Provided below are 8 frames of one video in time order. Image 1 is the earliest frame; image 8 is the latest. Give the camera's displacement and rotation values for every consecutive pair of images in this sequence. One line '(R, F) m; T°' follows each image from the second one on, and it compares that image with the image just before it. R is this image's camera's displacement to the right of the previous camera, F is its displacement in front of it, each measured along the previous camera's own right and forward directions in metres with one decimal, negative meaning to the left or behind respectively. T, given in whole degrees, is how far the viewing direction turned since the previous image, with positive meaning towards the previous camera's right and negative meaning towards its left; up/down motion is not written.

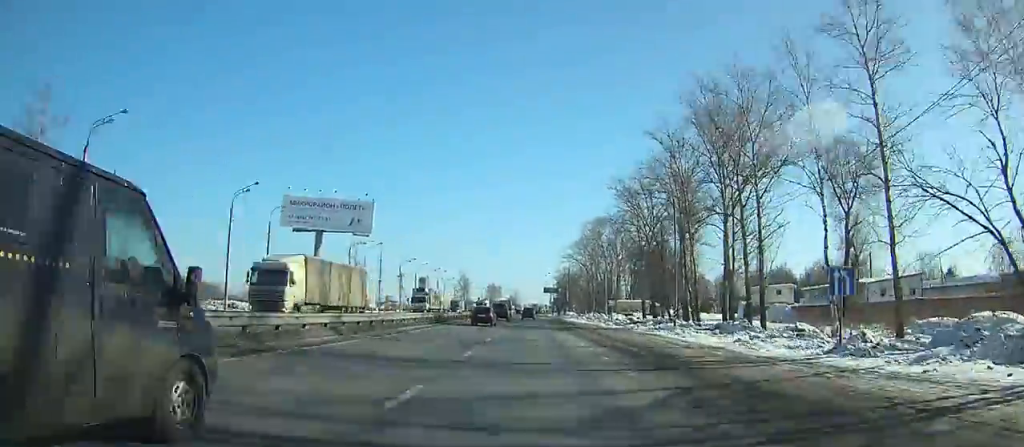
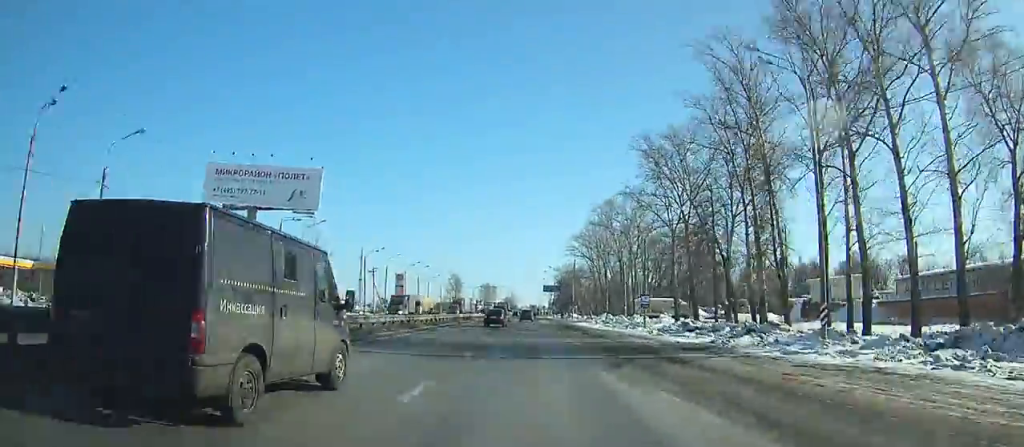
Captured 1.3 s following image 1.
(+0.3, +23.2) m; 0°
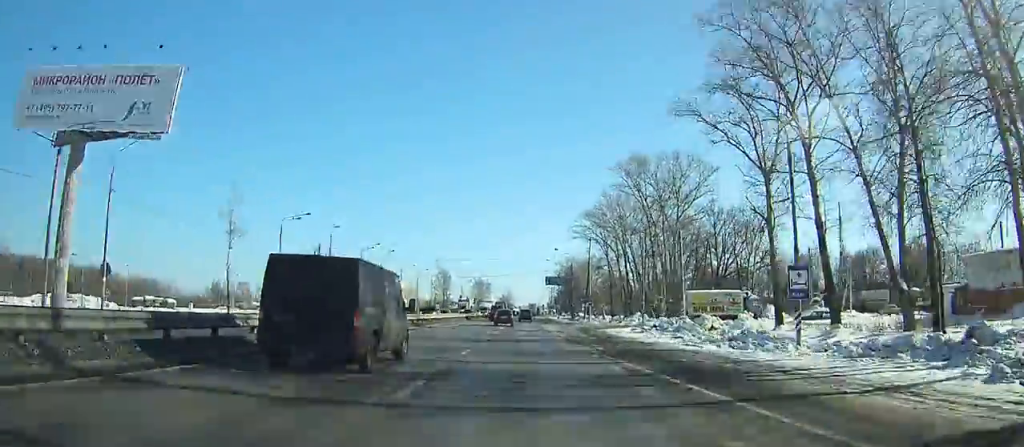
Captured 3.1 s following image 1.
(+0.6, +31.8) m; +1°
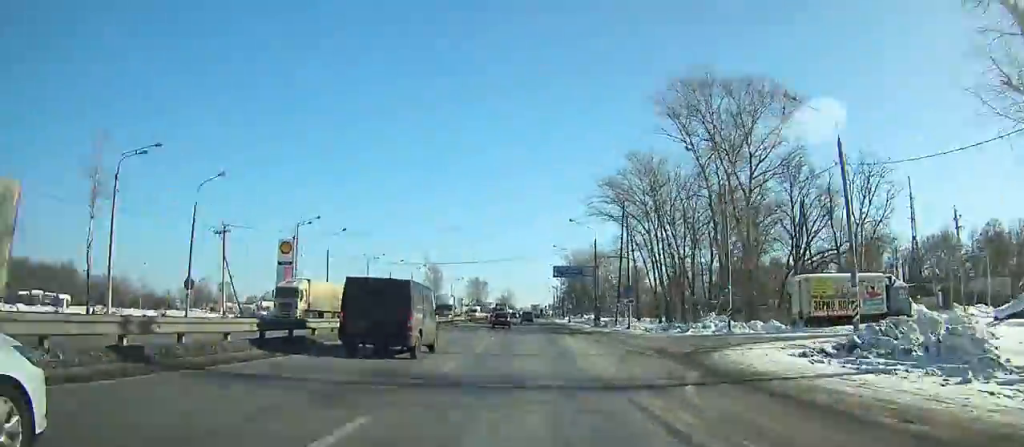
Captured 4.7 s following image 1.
(0.0, +27.1) m; 0°
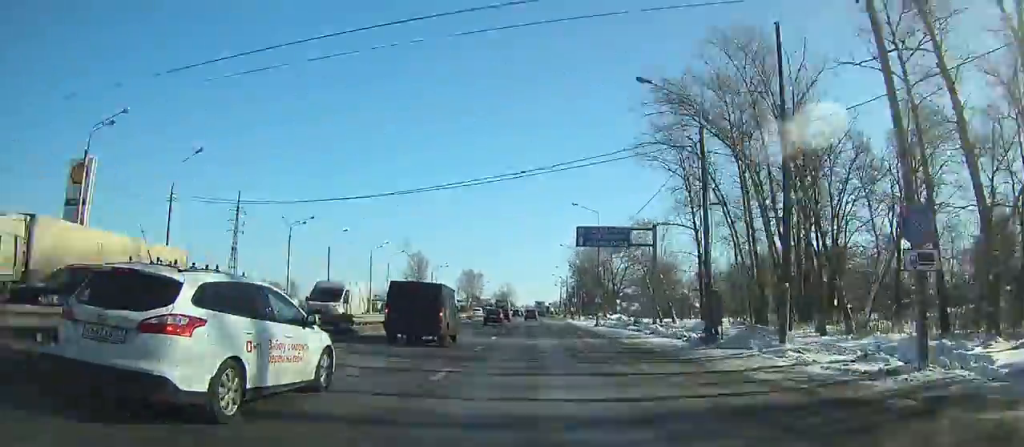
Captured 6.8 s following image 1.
(-0.1, +35.0) m; 0°
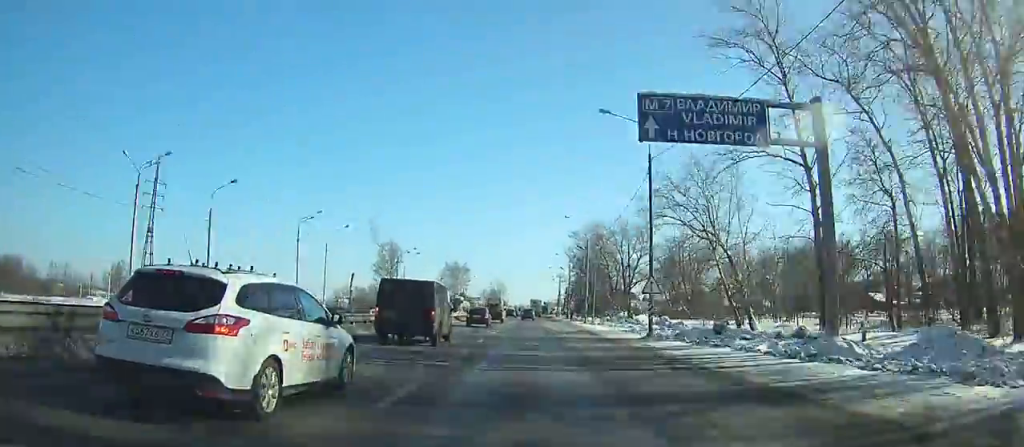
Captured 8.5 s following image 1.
(+0.1, +27.4) m; 0°
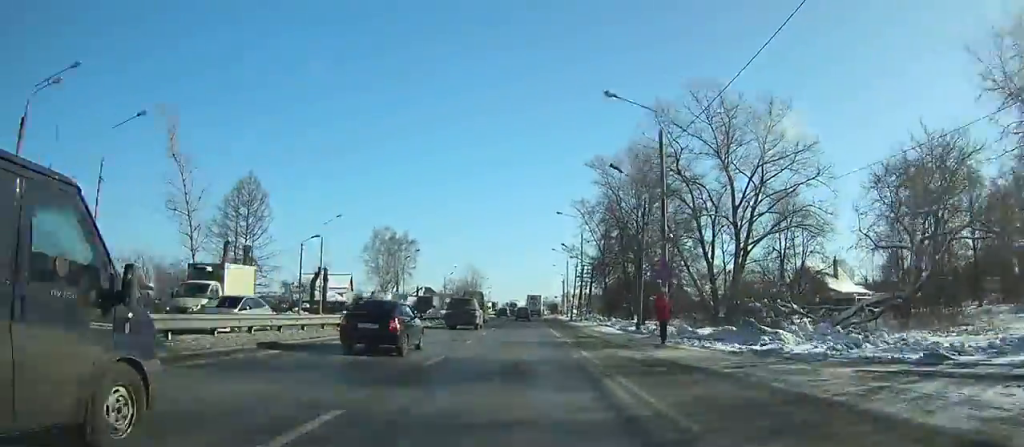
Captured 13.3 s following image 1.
(+0.8, +74.3) m; +1°
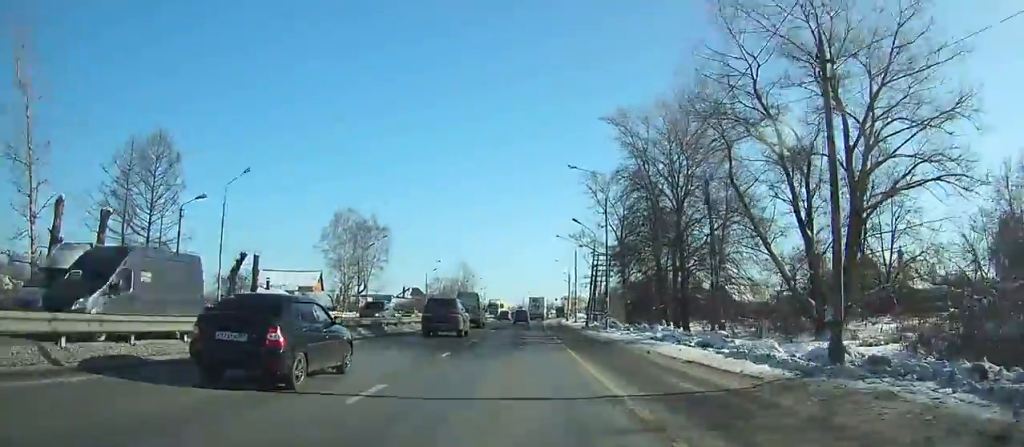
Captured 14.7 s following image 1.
(+0.1, +21.0) m; 0°
